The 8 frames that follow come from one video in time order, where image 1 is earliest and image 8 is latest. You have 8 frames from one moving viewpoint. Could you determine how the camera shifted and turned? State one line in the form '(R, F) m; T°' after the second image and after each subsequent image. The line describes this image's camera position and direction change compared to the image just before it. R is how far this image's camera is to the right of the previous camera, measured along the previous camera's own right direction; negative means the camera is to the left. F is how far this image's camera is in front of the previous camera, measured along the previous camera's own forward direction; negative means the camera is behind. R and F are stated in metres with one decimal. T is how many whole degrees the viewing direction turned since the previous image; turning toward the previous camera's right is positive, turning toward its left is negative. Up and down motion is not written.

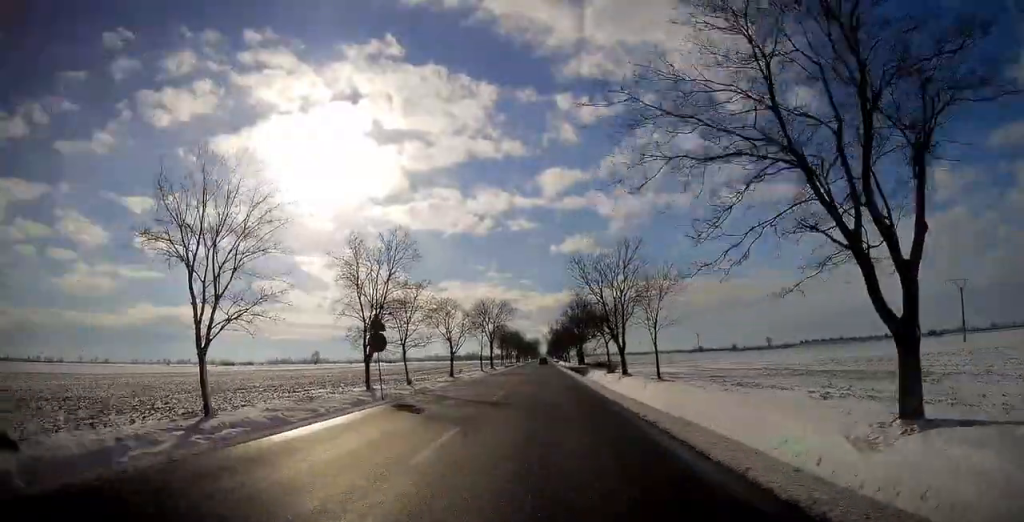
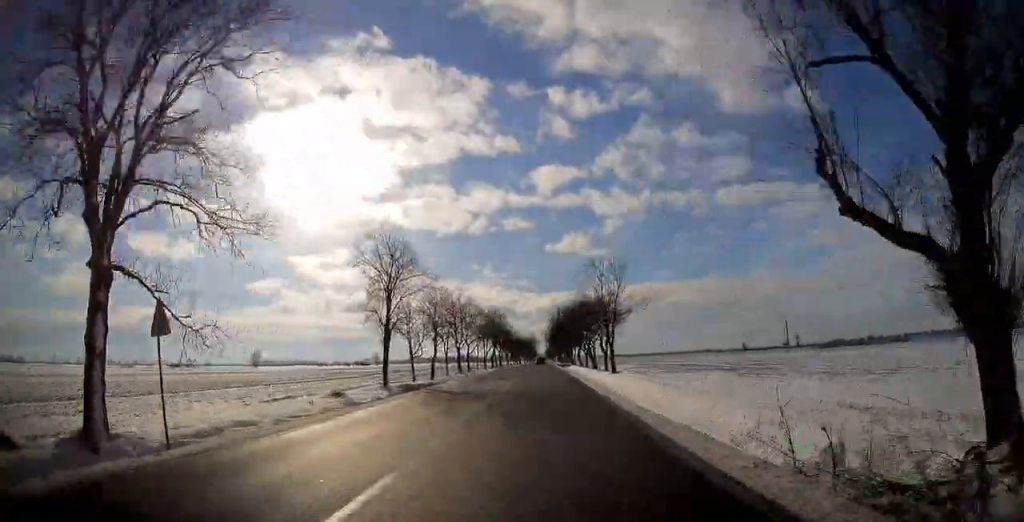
(0.0, +111.7) m; 0°
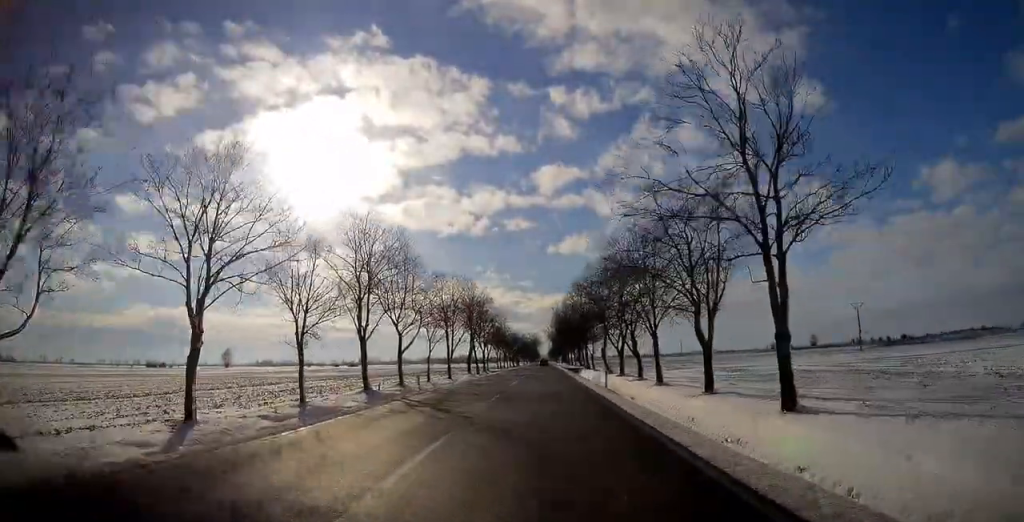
(-0.1, +44.5) m; 0°
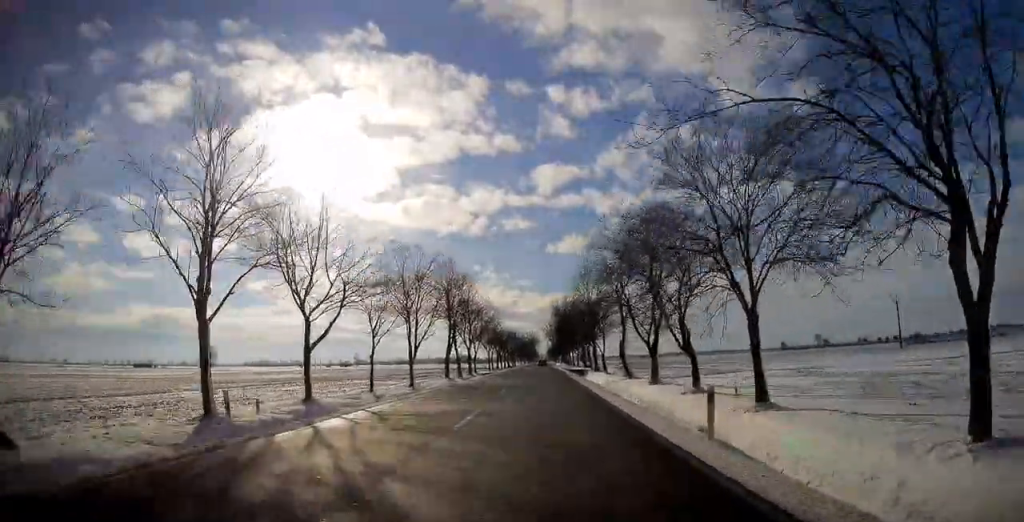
(0.0, +18.7) m; 0°
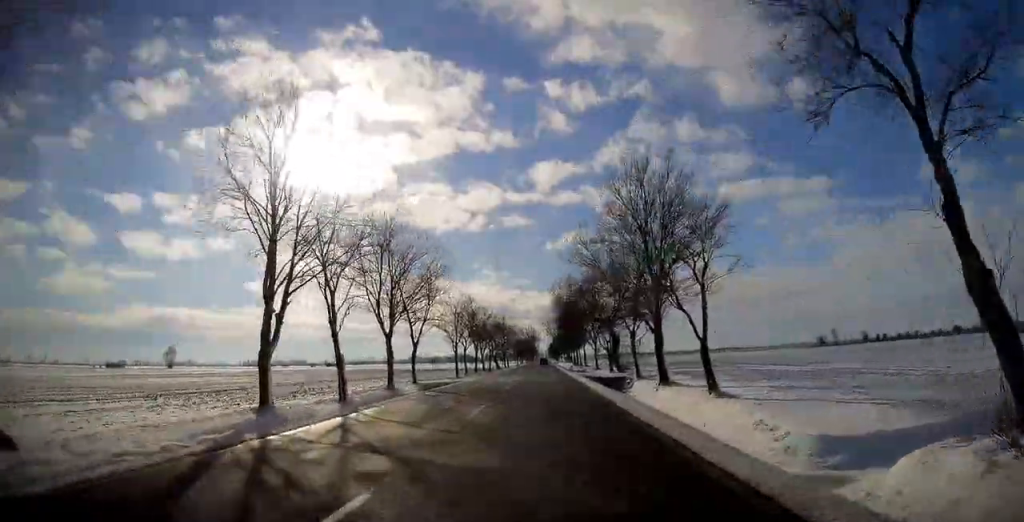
(0.0, +45.7) m; 0°
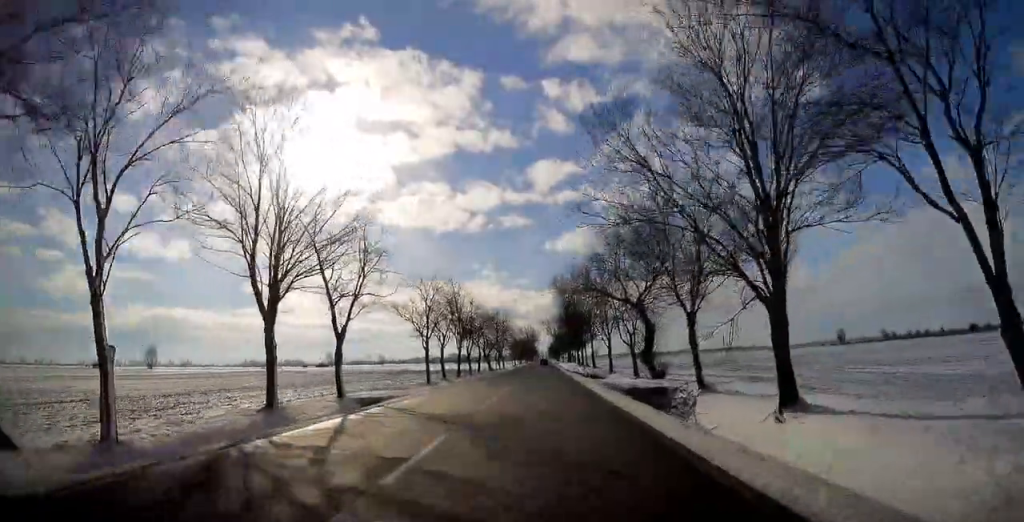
(0.0, +18.9) m; 0°
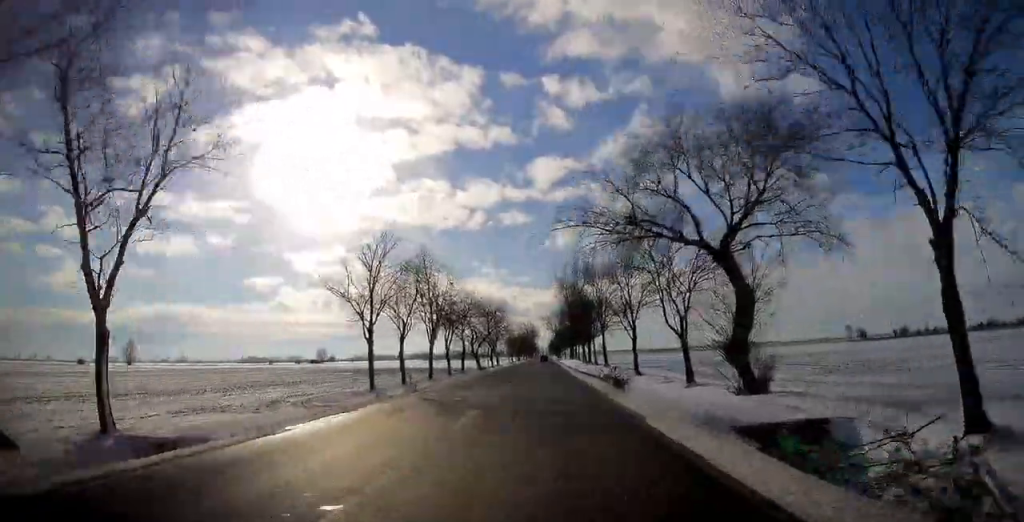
(0.0, +19.0) m; 0°
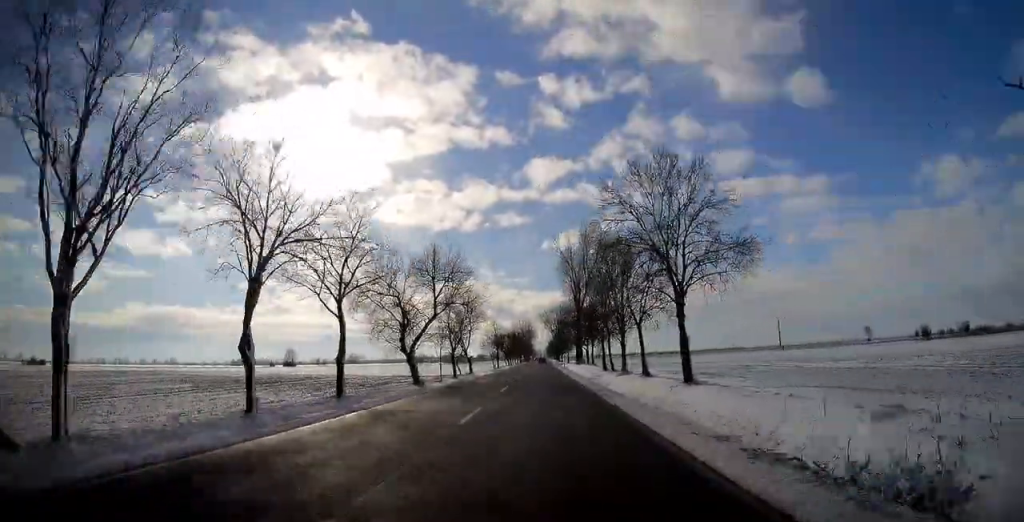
(+0.1, +46.1) m; 0°
